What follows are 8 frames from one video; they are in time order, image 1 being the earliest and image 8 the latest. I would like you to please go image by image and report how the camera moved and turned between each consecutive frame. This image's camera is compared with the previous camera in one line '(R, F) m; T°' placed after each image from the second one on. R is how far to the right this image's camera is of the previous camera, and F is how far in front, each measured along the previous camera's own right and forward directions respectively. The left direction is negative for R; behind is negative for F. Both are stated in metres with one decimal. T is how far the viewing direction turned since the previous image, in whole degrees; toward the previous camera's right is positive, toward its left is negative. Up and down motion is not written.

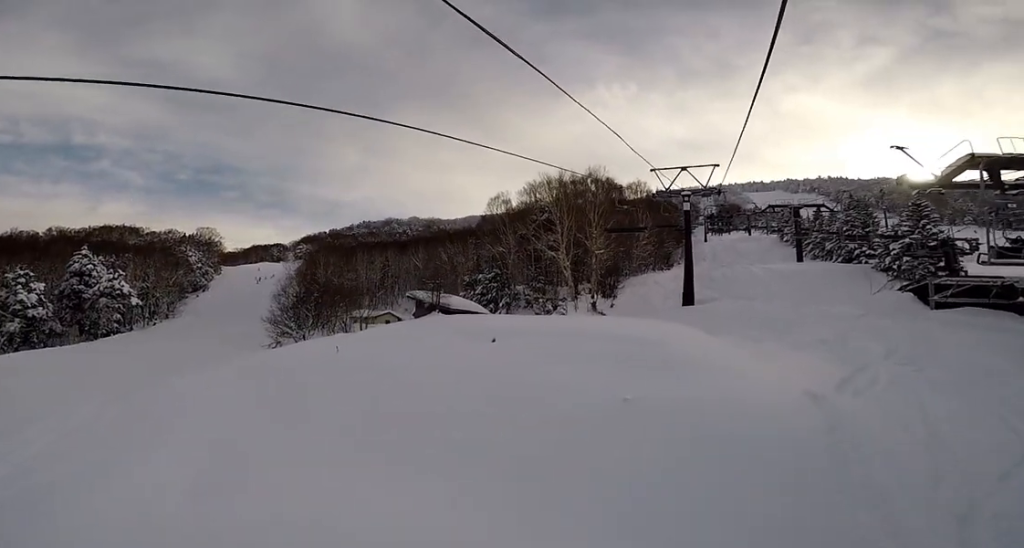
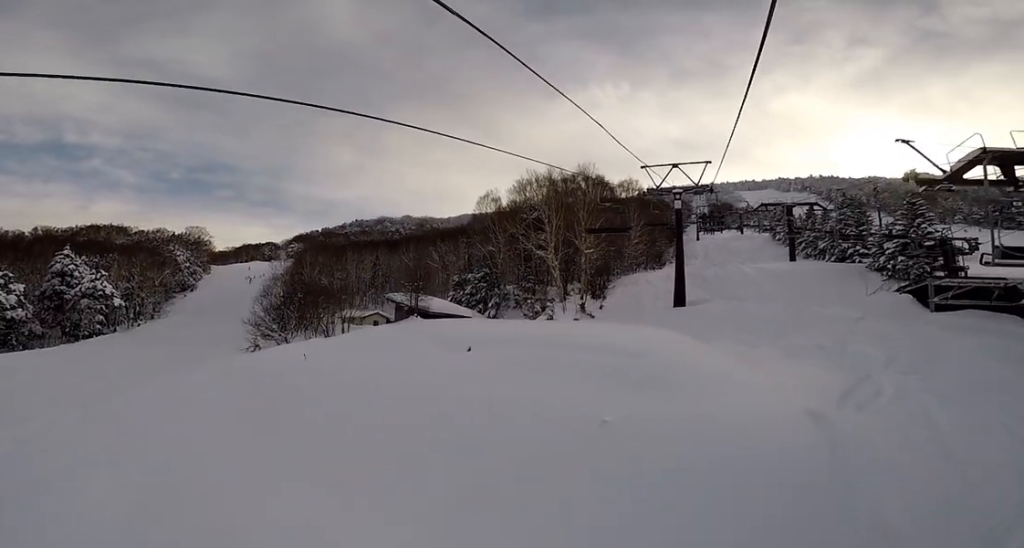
(+0.5, +1.4) m; 0°
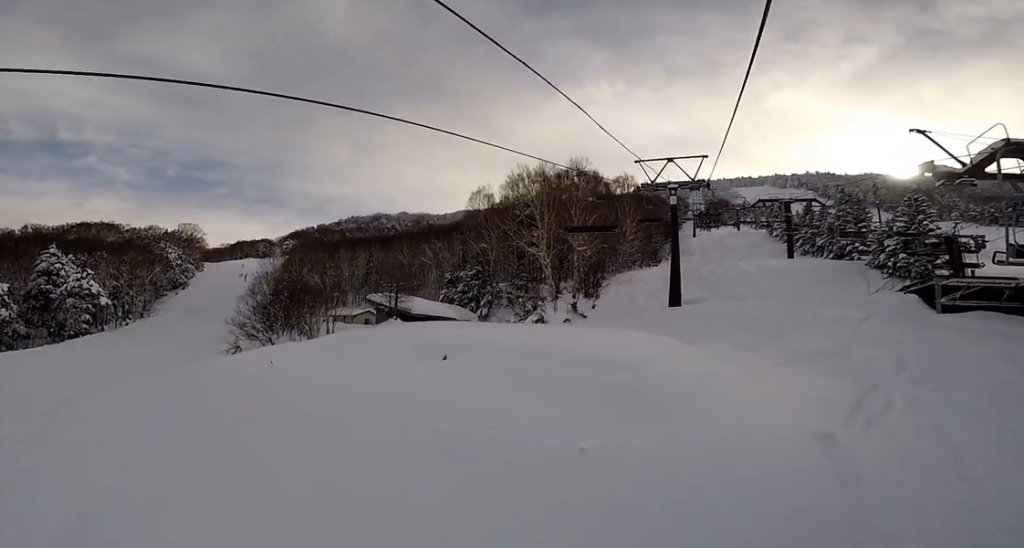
(-0.5, +1.3) m; 0°
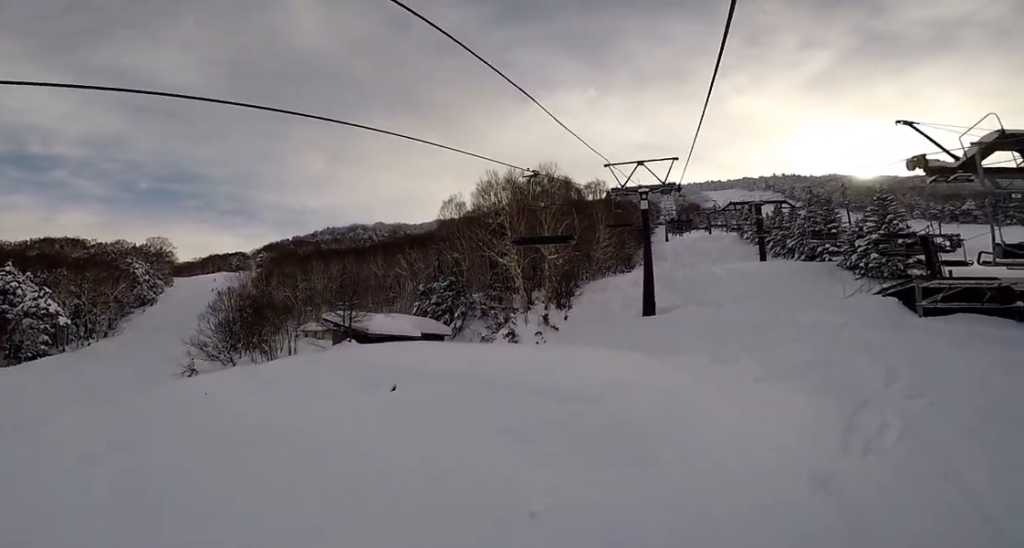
(-0.5, +1.6) m; 0°
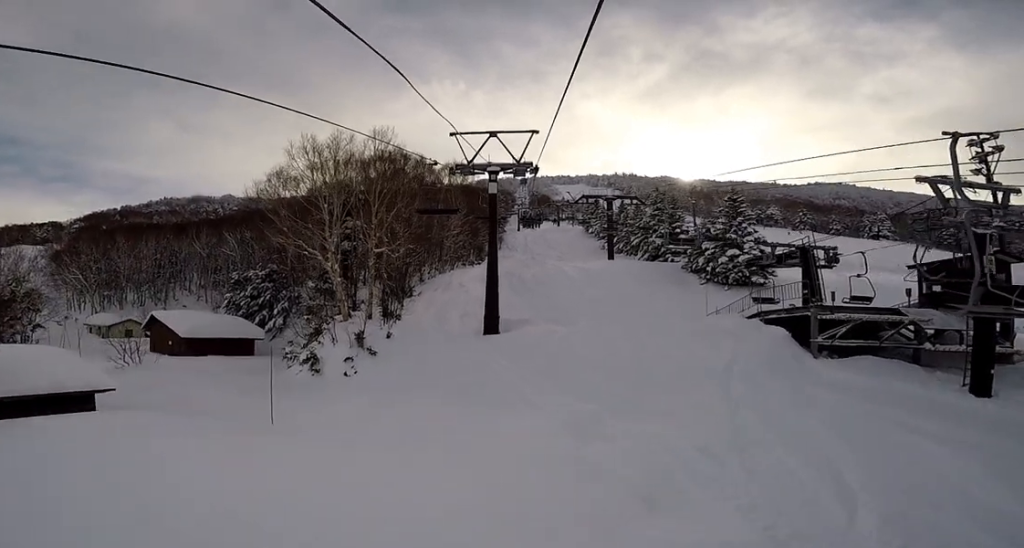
(+1.1, +9.0) m; +19°
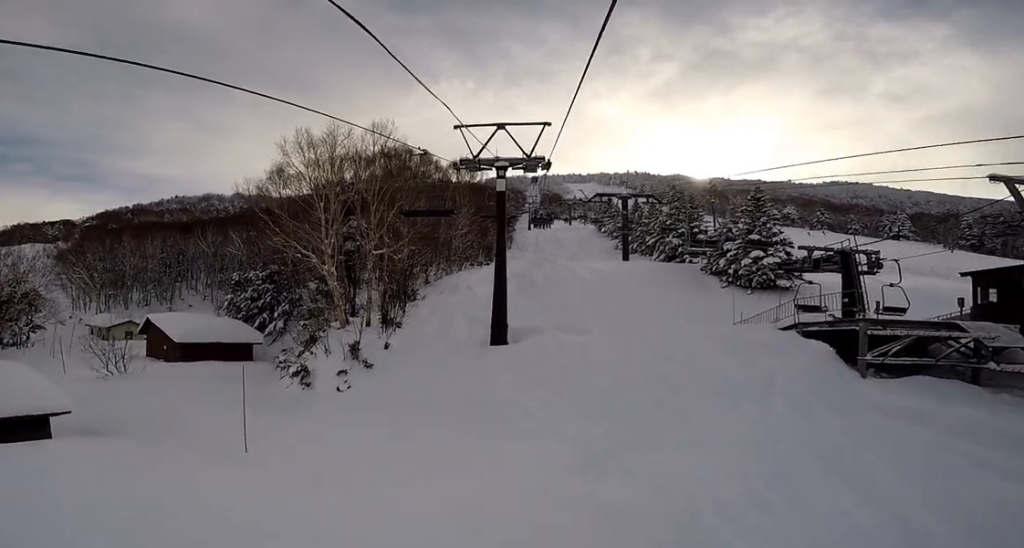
(0.0, +2.2) m; -12°
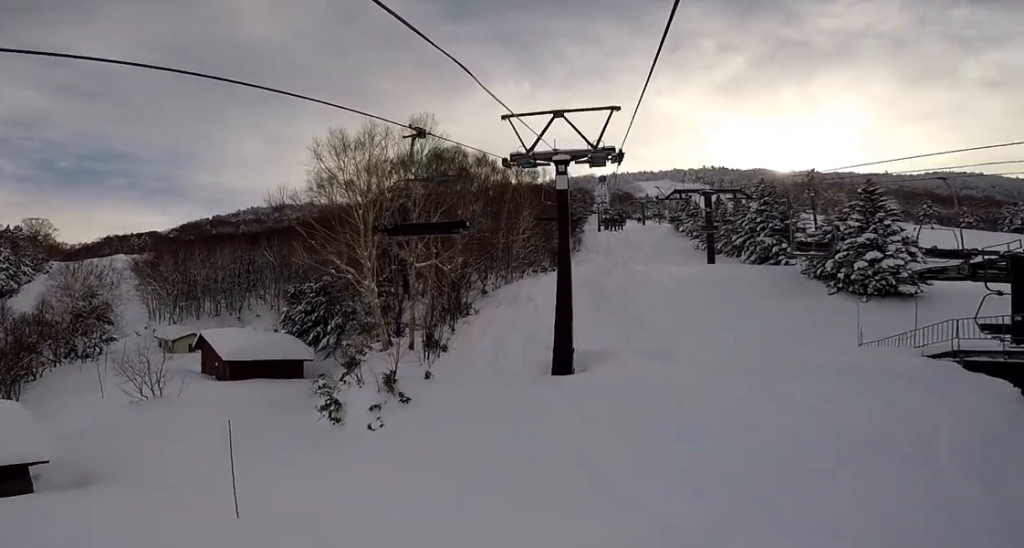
(-0.8, +3.1) m; -7°
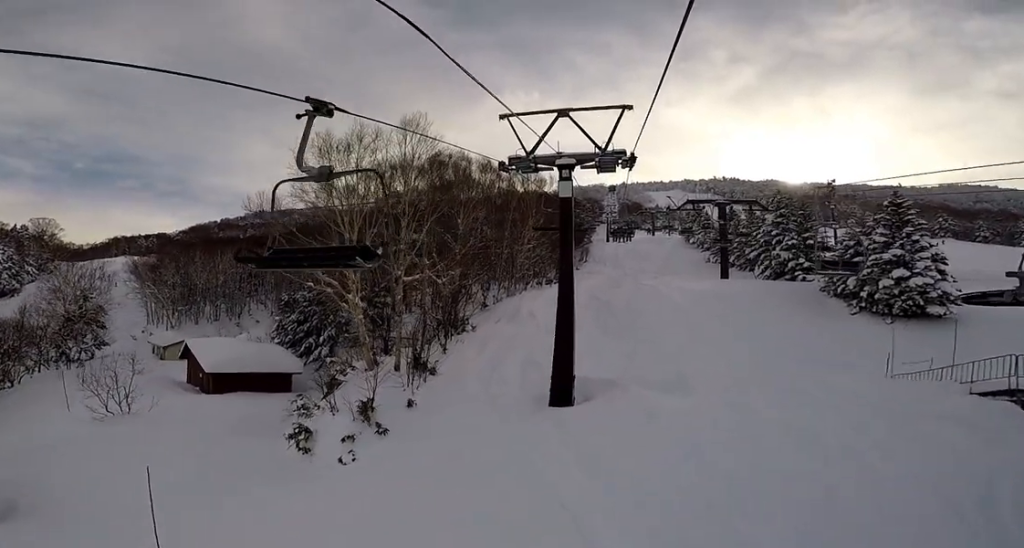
(+0.1, +2.1) m; 0°
